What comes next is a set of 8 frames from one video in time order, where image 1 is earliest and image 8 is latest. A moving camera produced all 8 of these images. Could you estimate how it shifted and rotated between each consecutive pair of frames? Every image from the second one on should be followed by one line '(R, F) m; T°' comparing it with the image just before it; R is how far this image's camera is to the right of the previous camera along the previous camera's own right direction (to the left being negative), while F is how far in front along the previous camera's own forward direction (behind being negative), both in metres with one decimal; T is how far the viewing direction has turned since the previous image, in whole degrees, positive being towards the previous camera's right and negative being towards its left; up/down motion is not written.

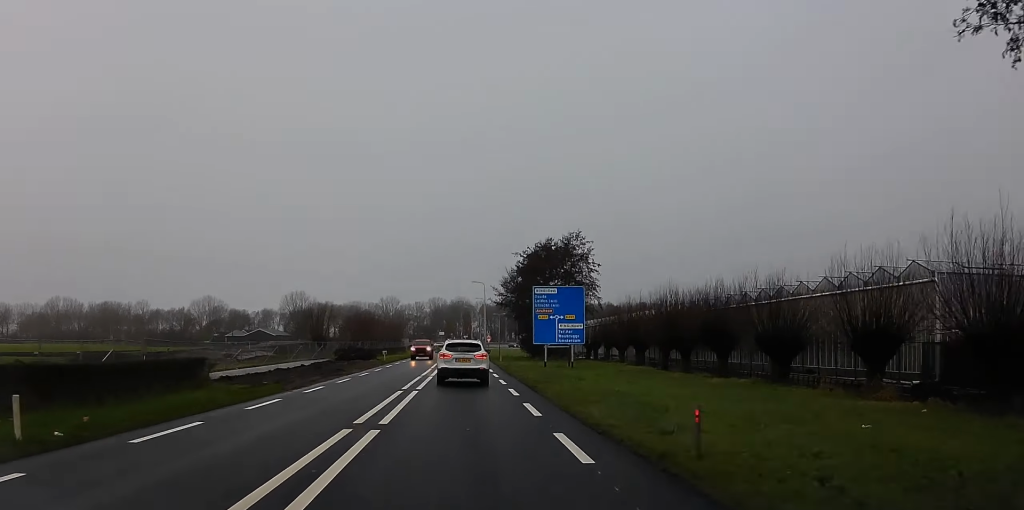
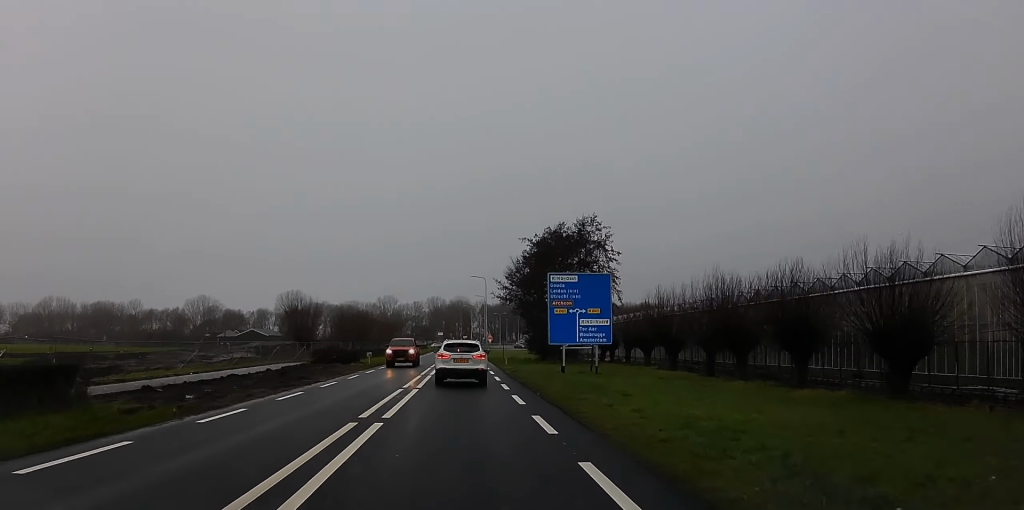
(+0.1, +9.6) m; 0°
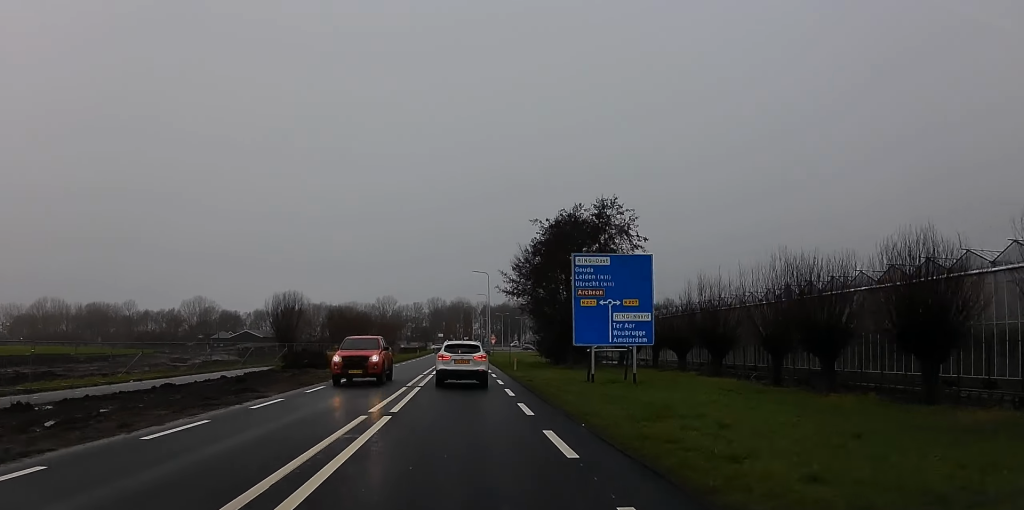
(-0.1, +8.3) m; -1°
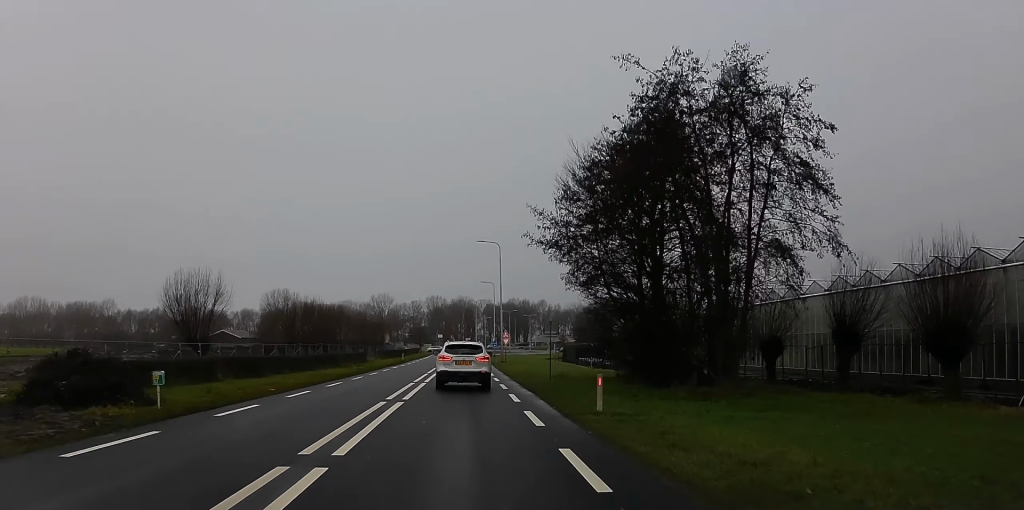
(-0.3, +26.6) m; 0°
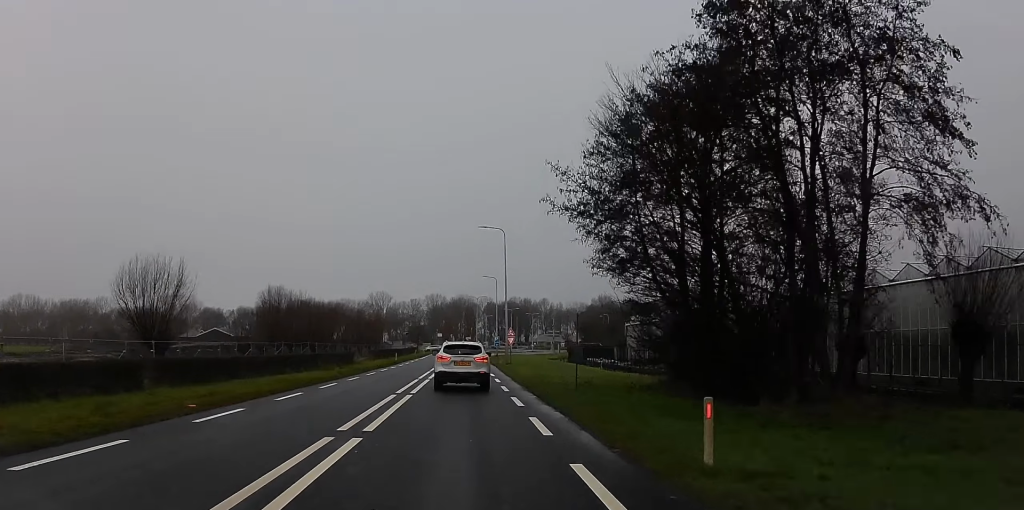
(+0.1, +7.4) m; 0°
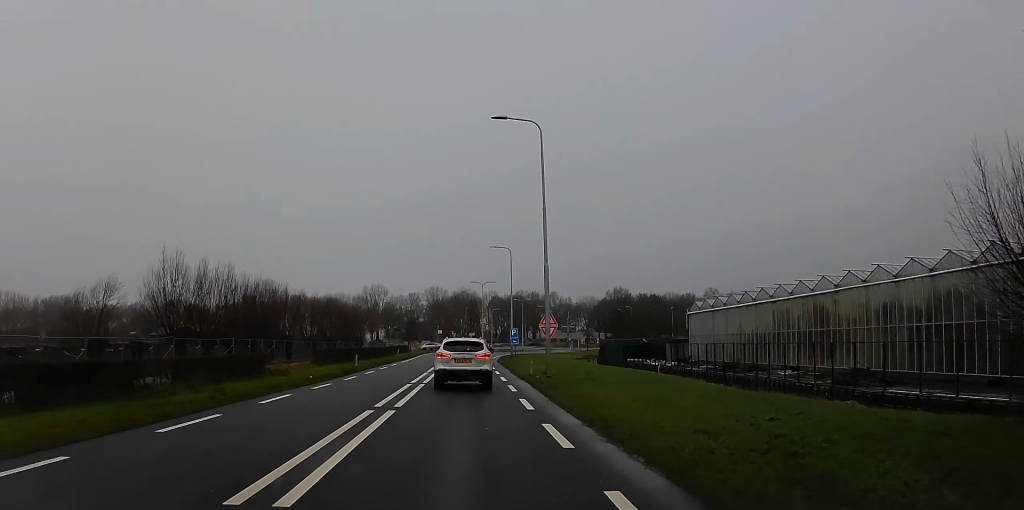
(0.0, +25.7) m; 0°
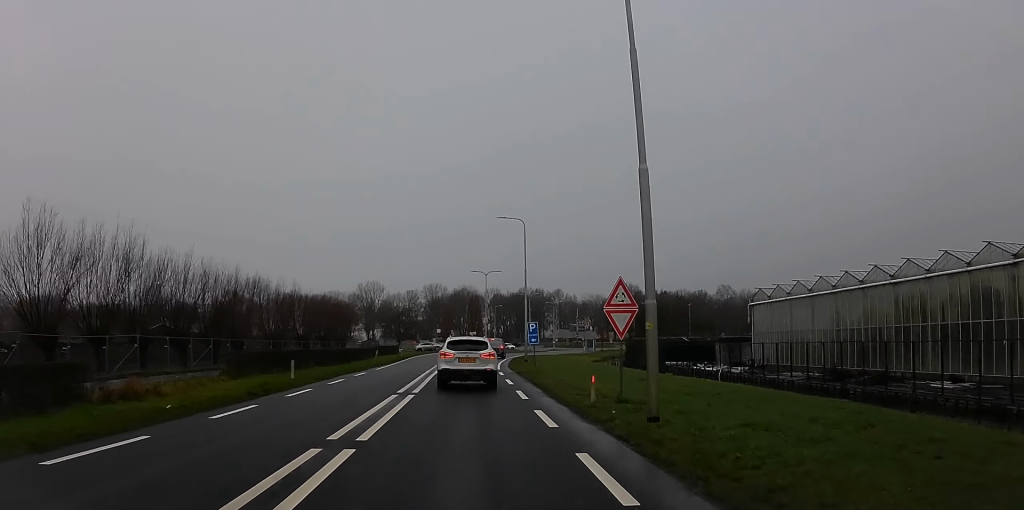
(0.0, +15.1) m; 0°
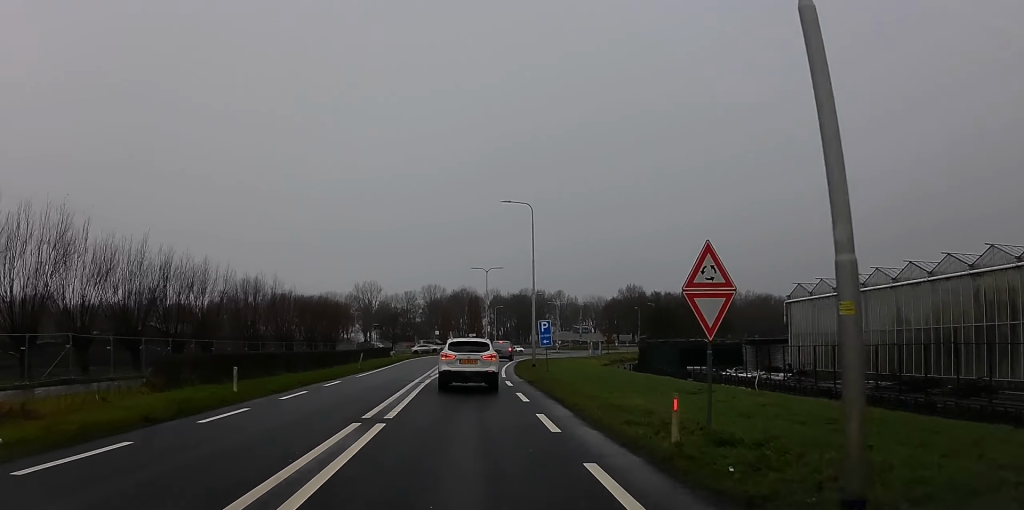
(0.0, +6.4) m; 0°
